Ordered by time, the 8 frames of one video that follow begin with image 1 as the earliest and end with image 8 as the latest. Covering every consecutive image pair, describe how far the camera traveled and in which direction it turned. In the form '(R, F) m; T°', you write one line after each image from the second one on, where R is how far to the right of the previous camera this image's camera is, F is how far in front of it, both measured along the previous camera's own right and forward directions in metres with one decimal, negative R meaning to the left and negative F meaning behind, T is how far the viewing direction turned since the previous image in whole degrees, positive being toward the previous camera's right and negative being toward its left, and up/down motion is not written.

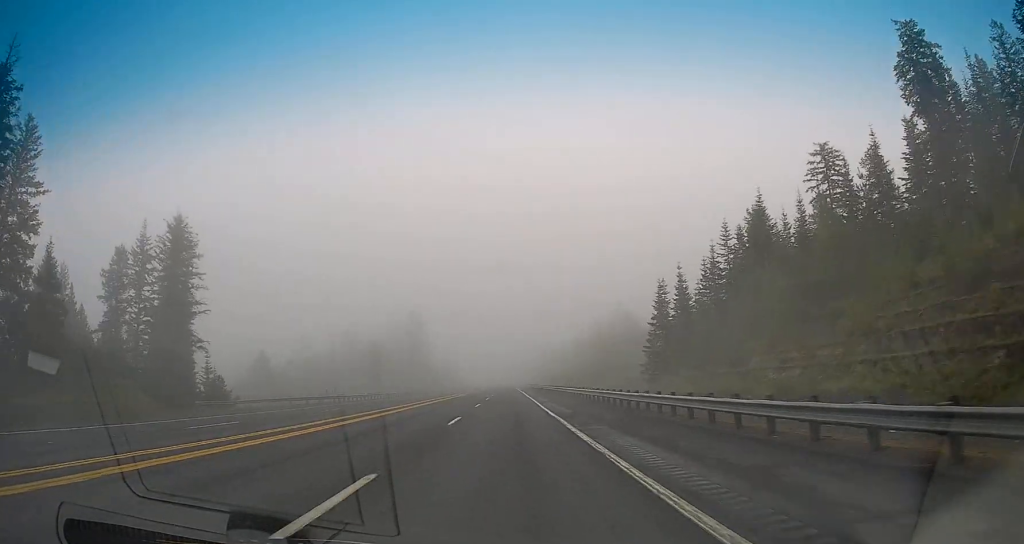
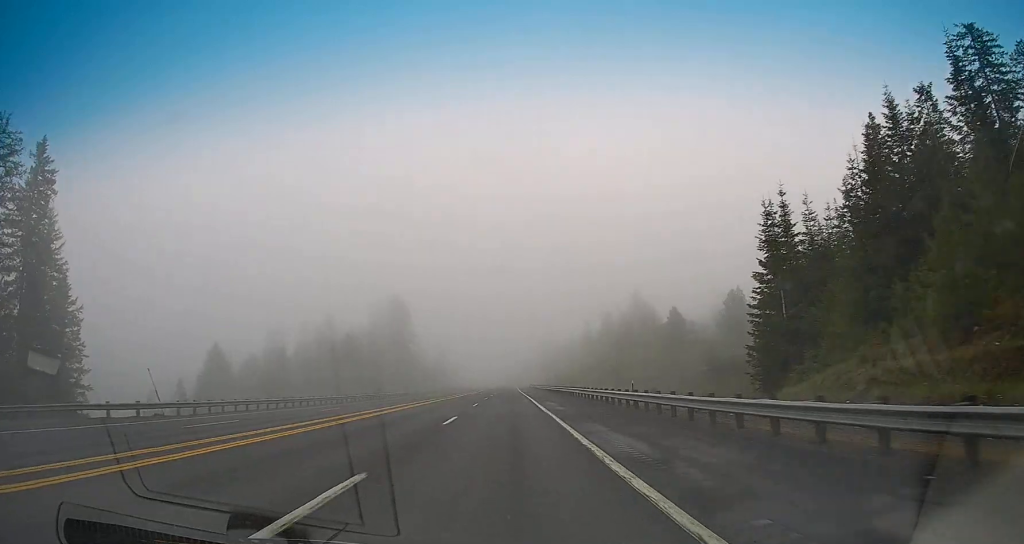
(+0.2, +31.2) m; 0°
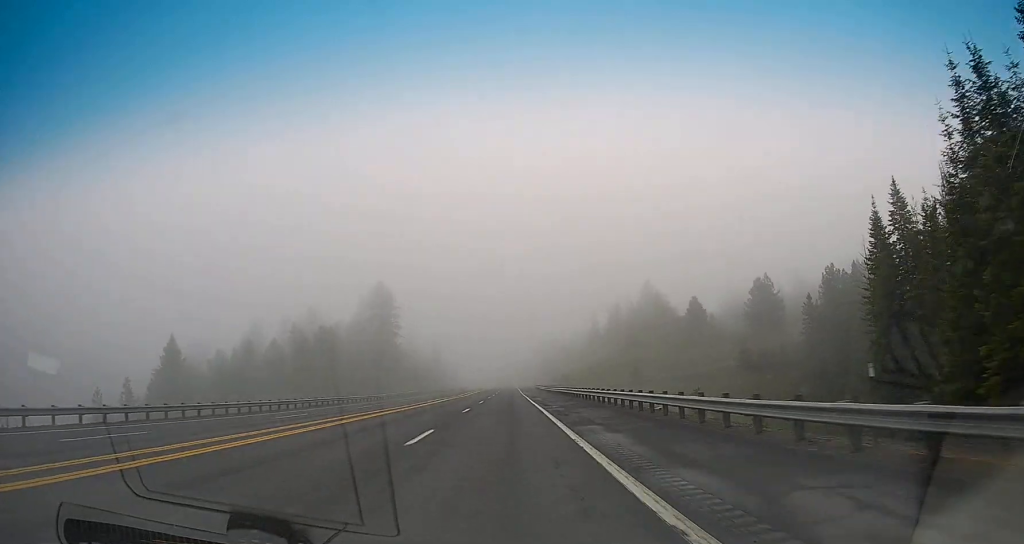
(-0.2, +22.4) m; 0°
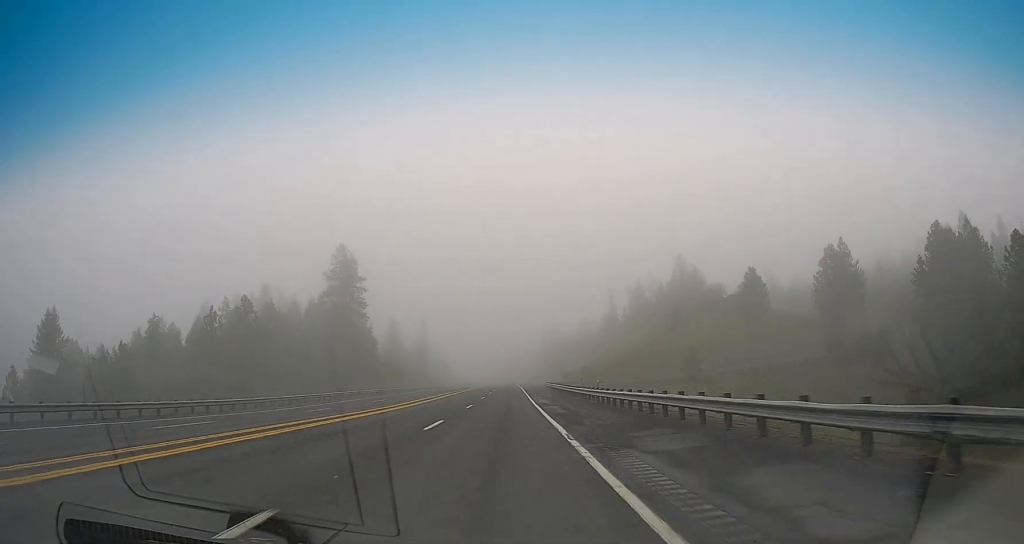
(+0.3, +42.9) m; 0°
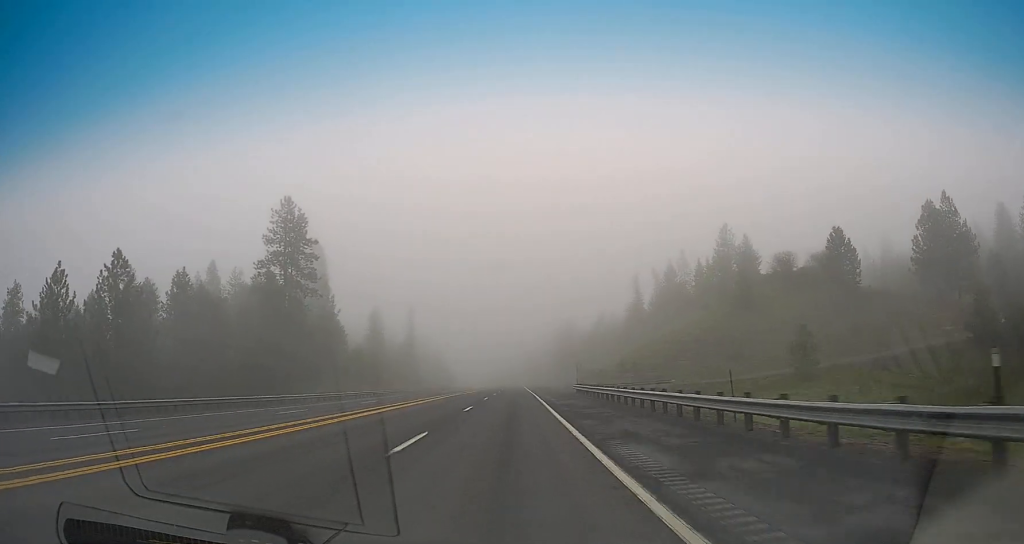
(-0.5, +37.2) m; -1°
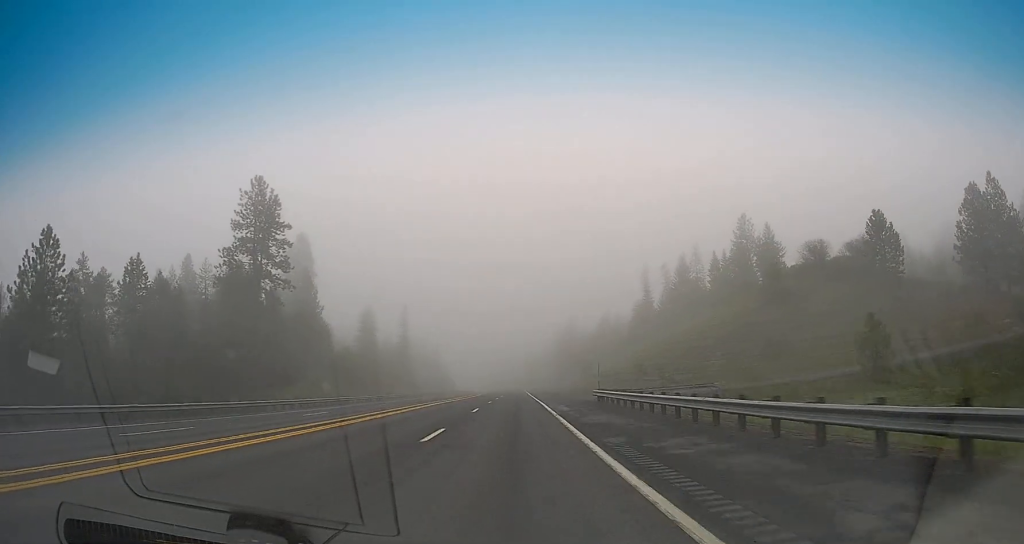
(-0.1, +12.7) m; 0°
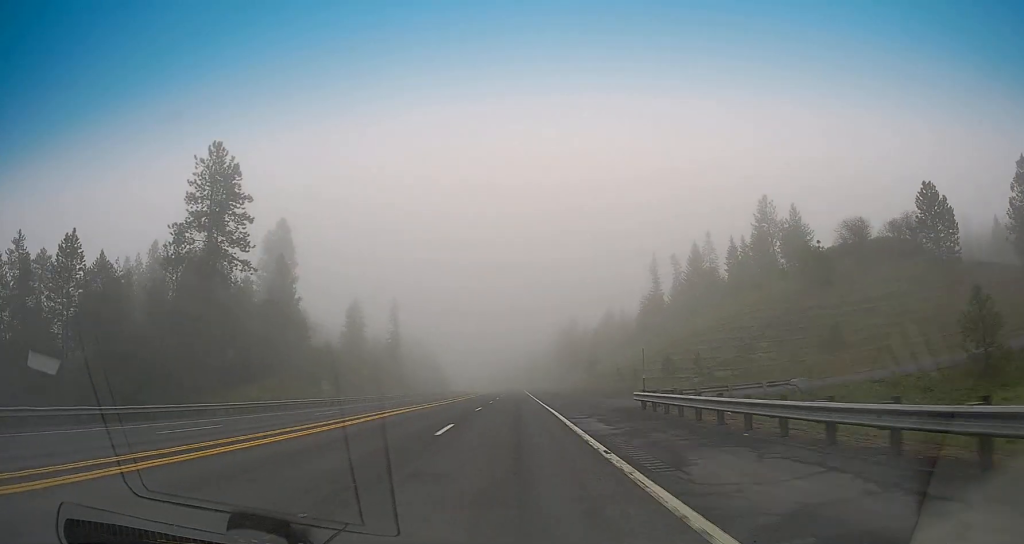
(0.0, +13.7) m; 0°
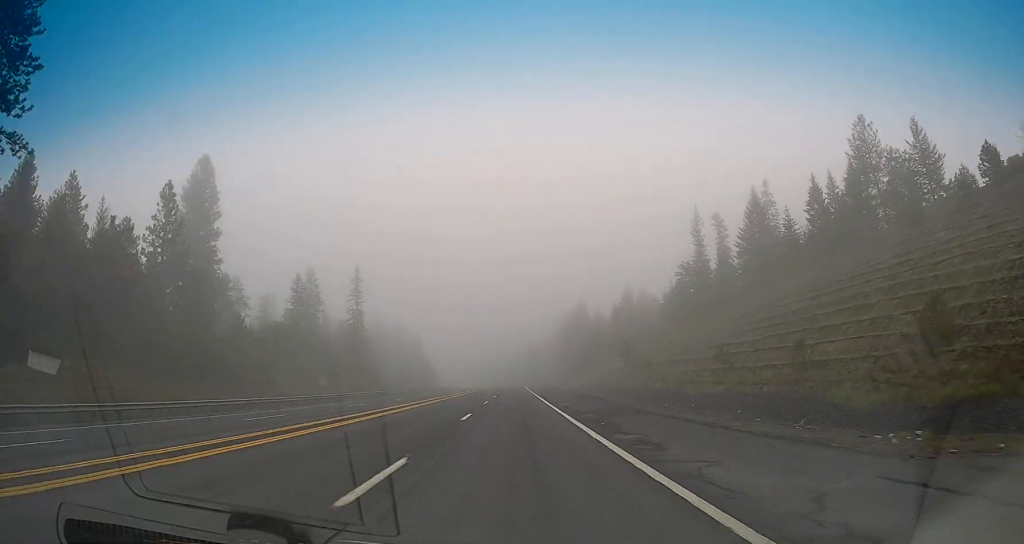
(+0.3, +40.9) m; 0°
